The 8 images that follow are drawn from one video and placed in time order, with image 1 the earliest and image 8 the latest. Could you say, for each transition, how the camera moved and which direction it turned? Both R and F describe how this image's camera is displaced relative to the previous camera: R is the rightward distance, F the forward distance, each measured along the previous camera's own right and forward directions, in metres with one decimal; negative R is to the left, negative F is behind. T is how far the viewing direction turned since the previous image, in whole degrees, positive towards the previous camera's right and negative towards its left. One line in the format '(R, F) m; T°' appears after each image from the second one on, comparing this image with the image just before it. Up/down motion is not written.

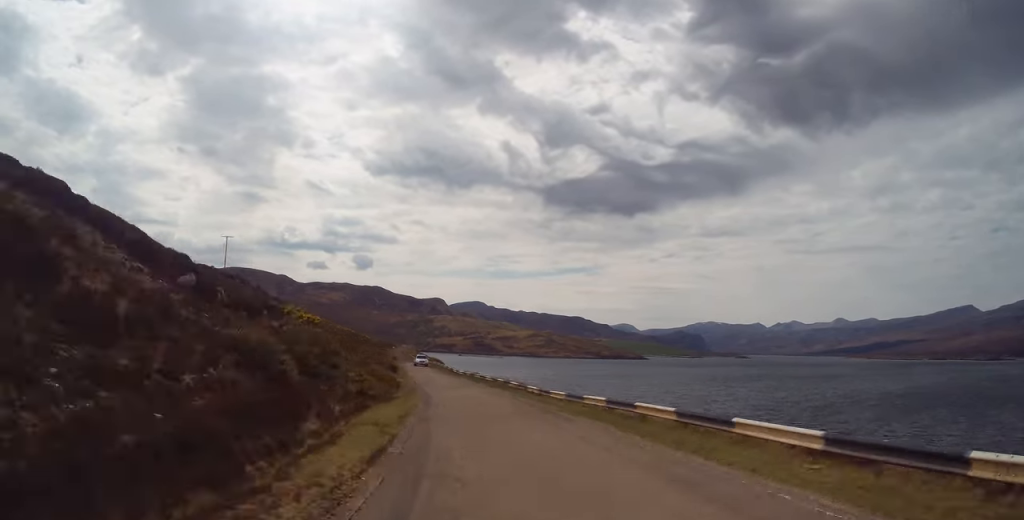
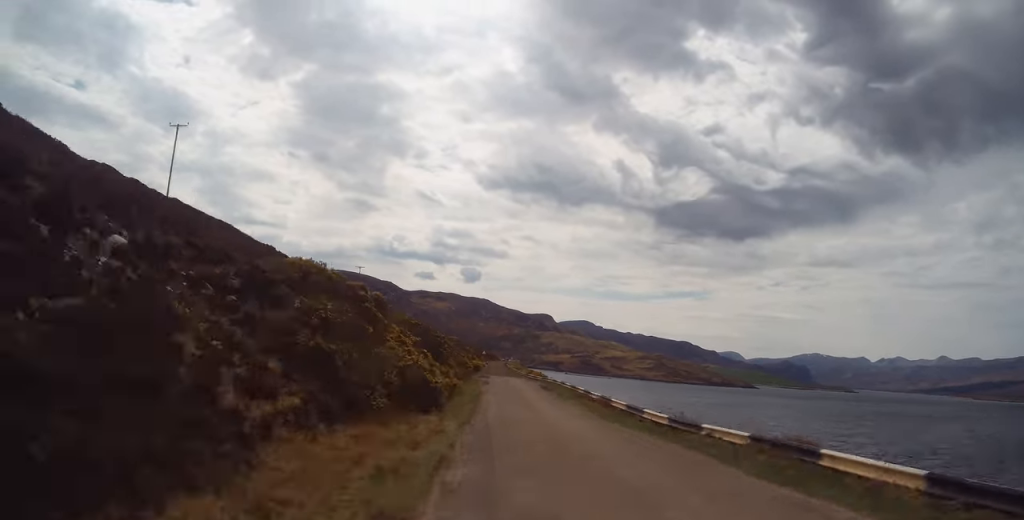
(-2.7, +49.1) m; -4°
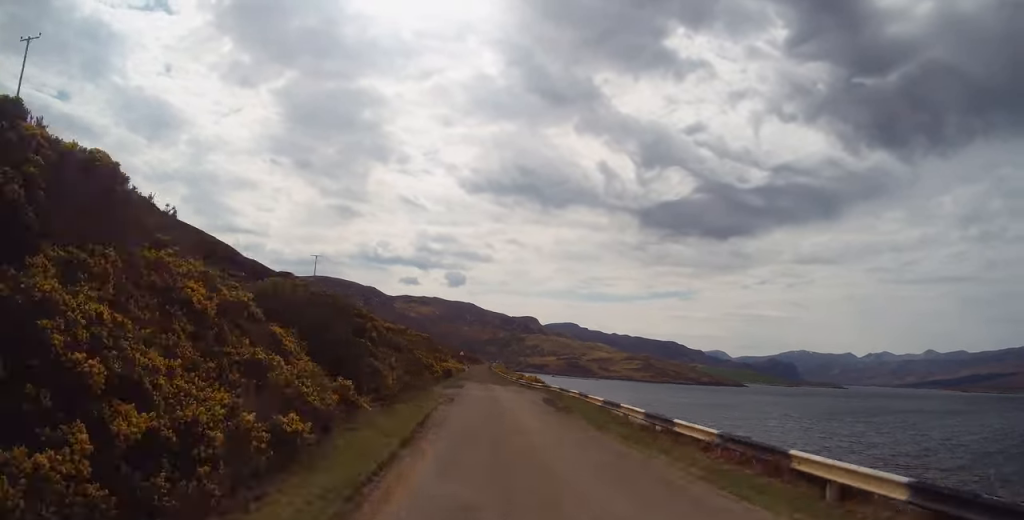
(-0.1, +19.2) m; -1°
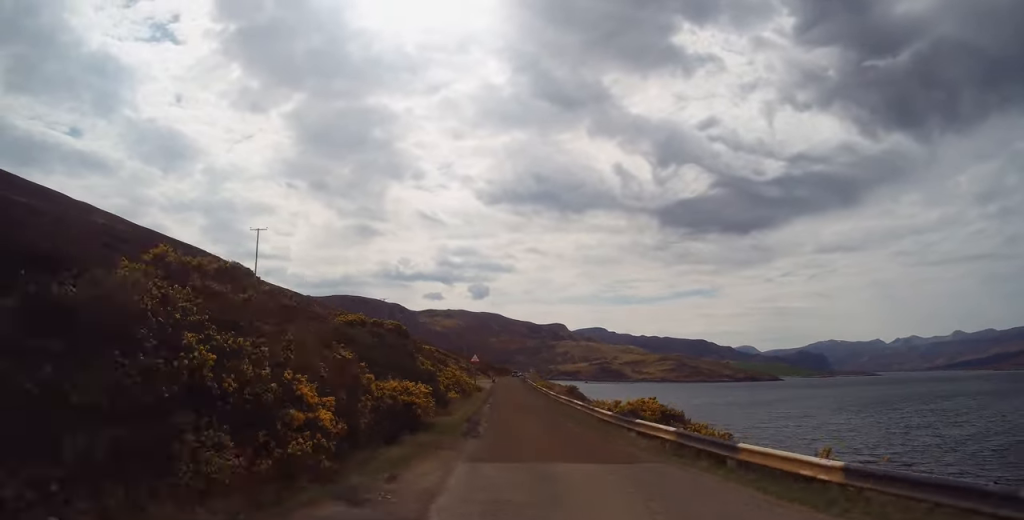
(-0.4, +28.5) m; -2°
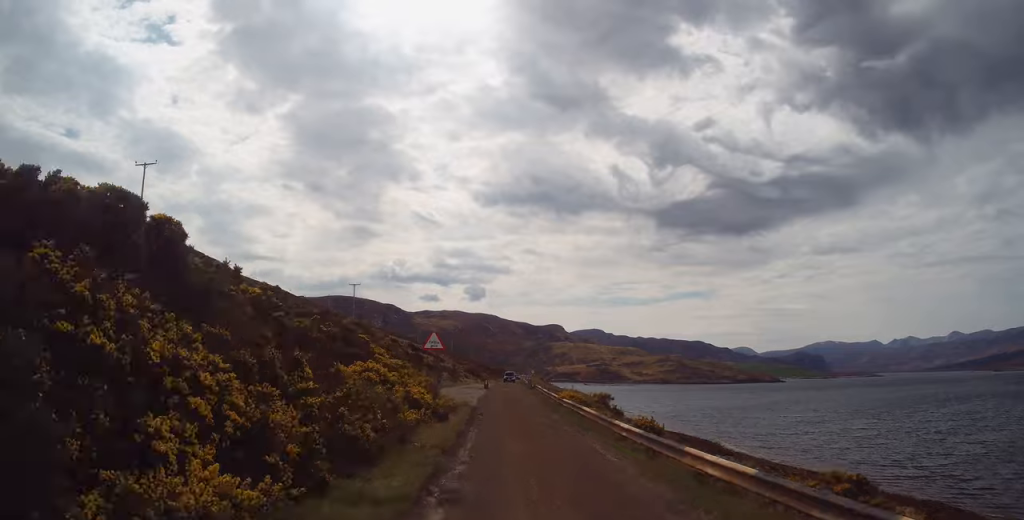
(-0.2, +18.1) m; -1°
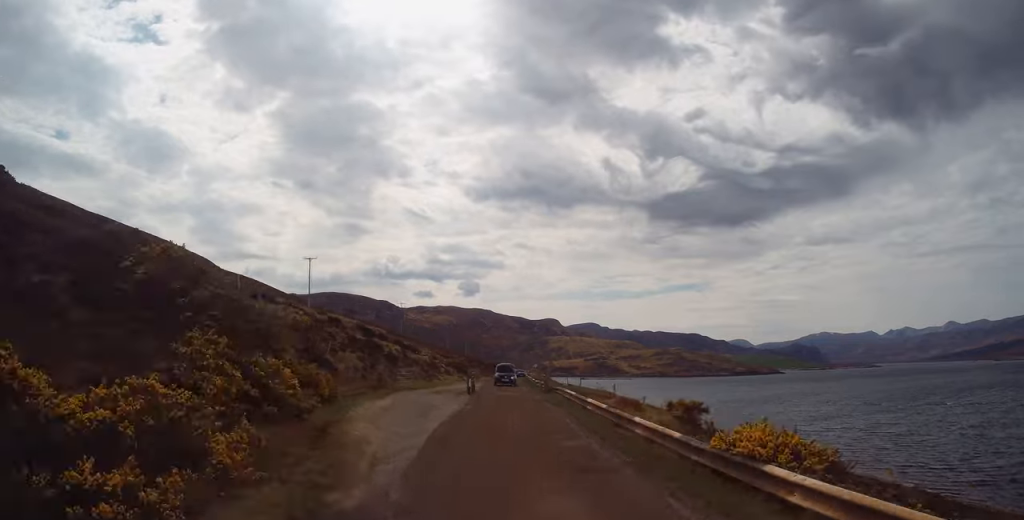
(-0.4, +16.1) m; -1°
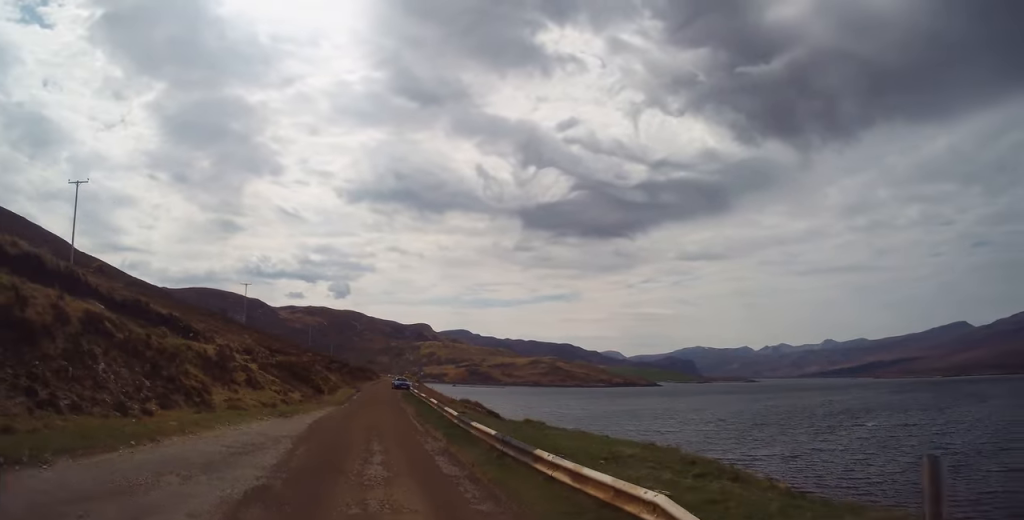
(+3.4, +51.4) m; +4°
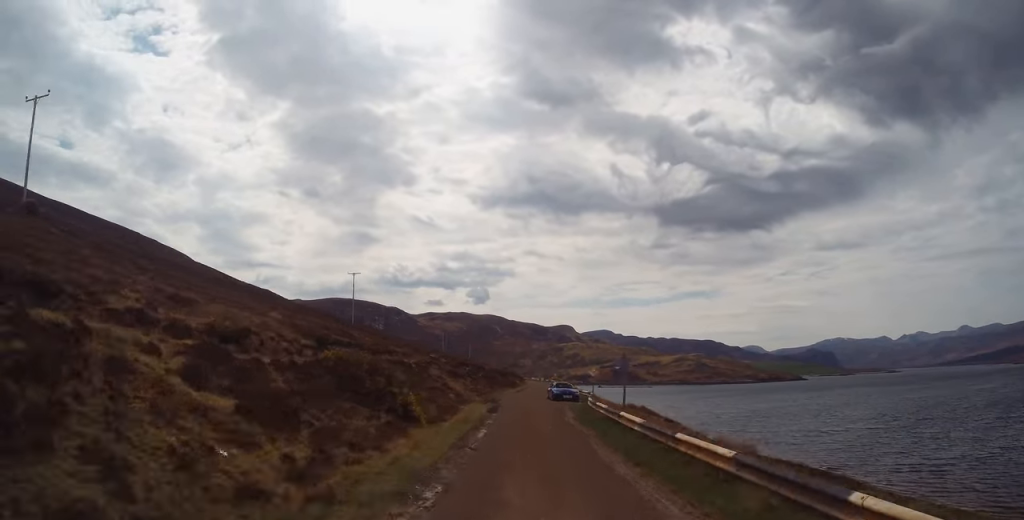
(-0.7, +28.3) m; -1°
